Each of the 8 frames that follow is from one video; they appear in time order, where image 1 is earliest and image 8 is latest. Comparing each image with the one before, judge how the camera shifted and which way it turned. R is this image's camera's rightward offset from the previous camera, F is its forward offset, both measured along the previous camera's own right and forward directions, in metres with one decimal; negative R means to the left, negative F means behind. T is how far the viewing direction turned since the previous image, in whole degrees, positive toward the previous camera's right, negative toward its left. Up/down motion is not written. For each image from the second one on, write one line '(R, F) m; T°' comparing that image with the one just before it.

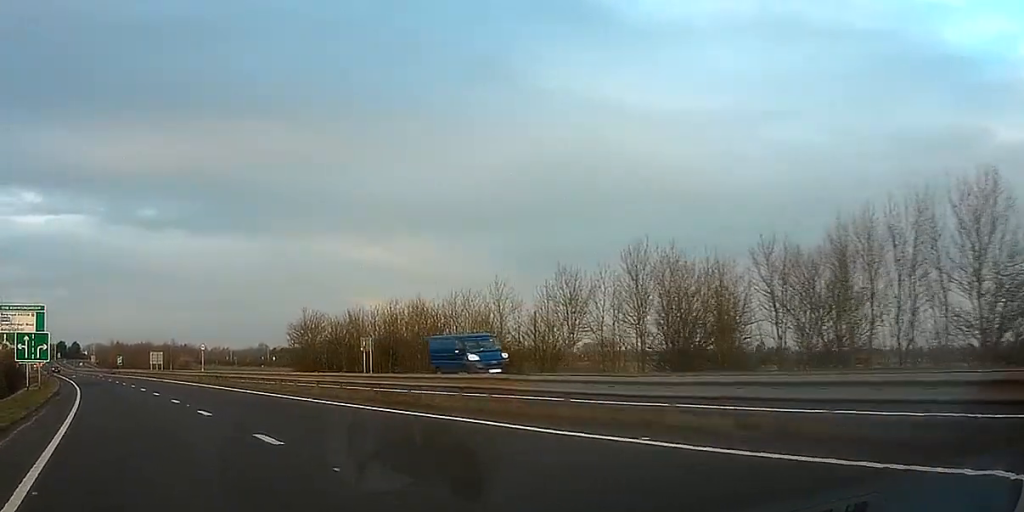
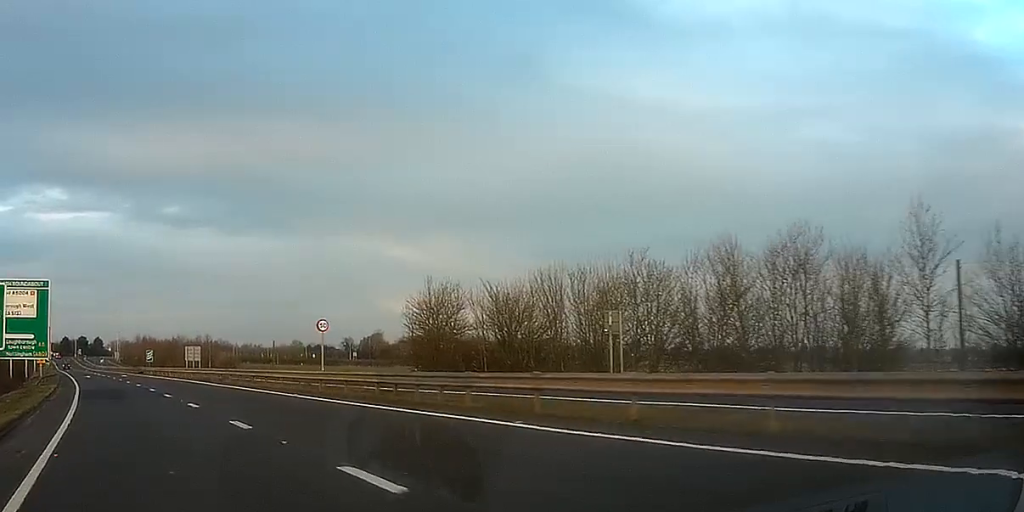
(+0.2, +32.1) m; -1°
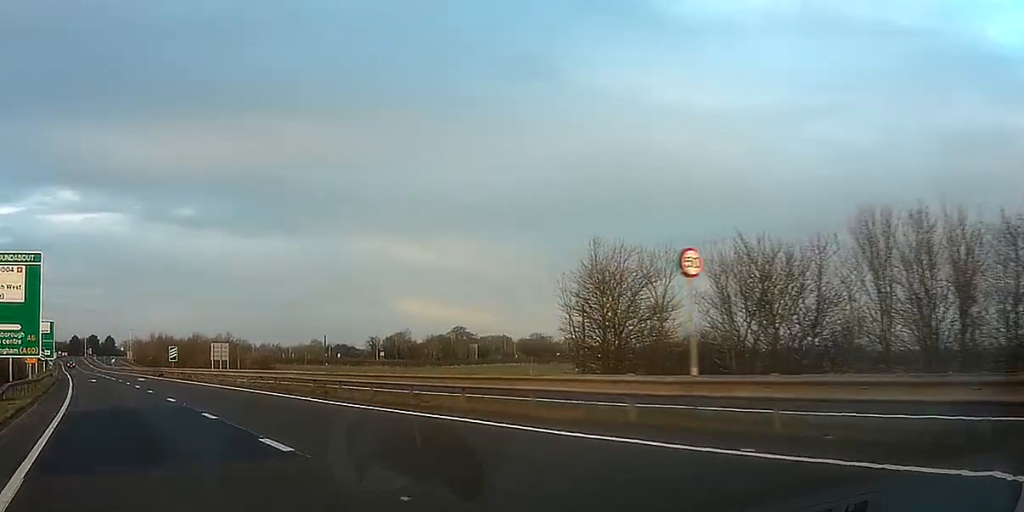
(-0.9, +22.6) m; -1°
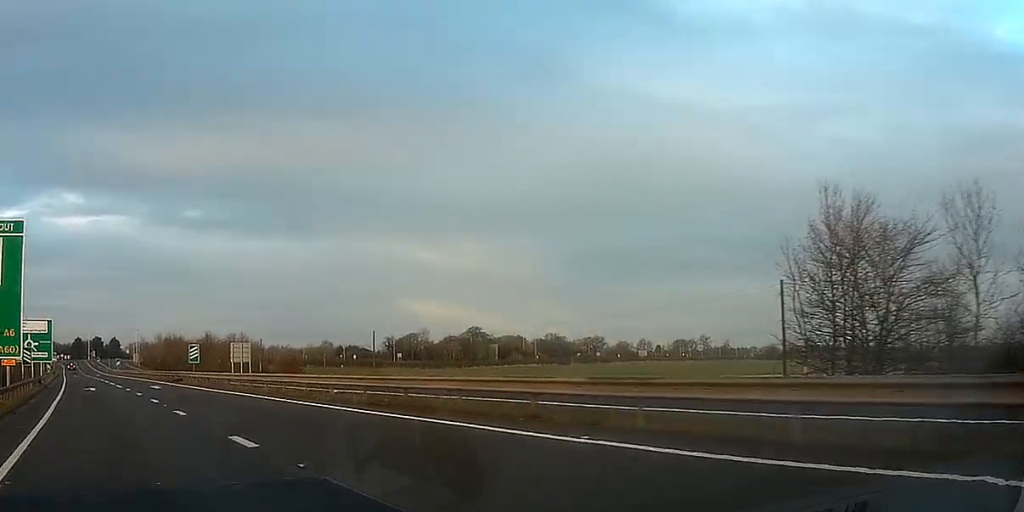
(+0.4, +16.8) m; 0°
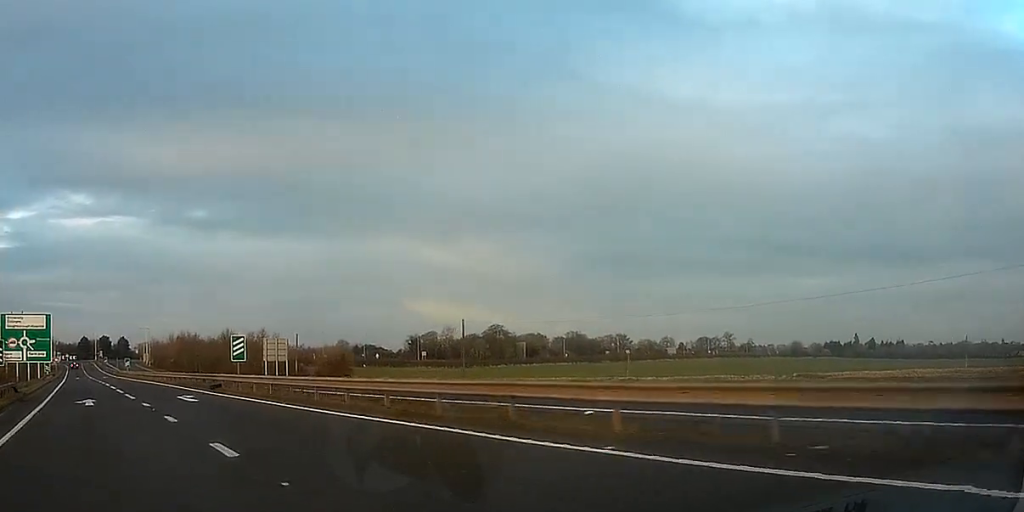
(-0.3, +19.5) m; 0°
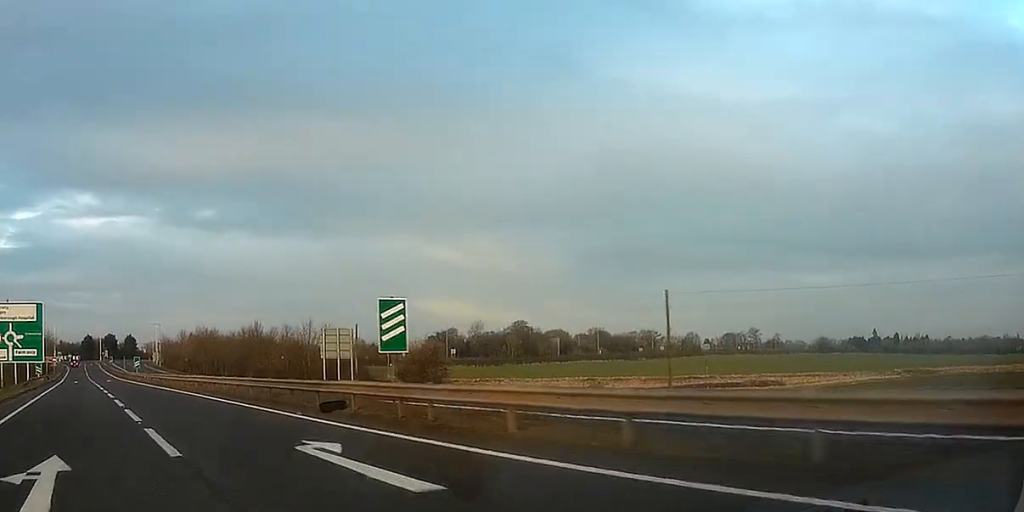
(+0.4, +23.9) m; 0°
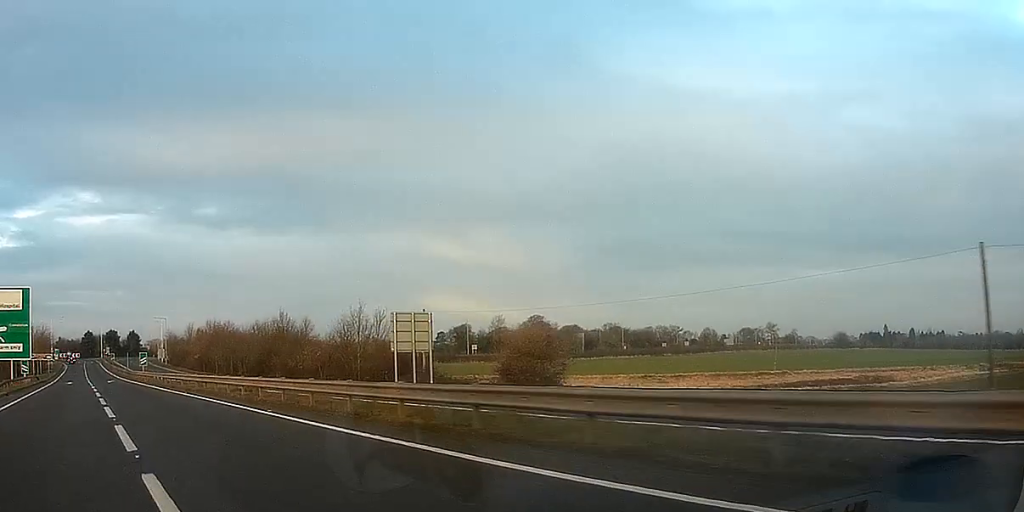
(-0.4, +17.7) m; -1°
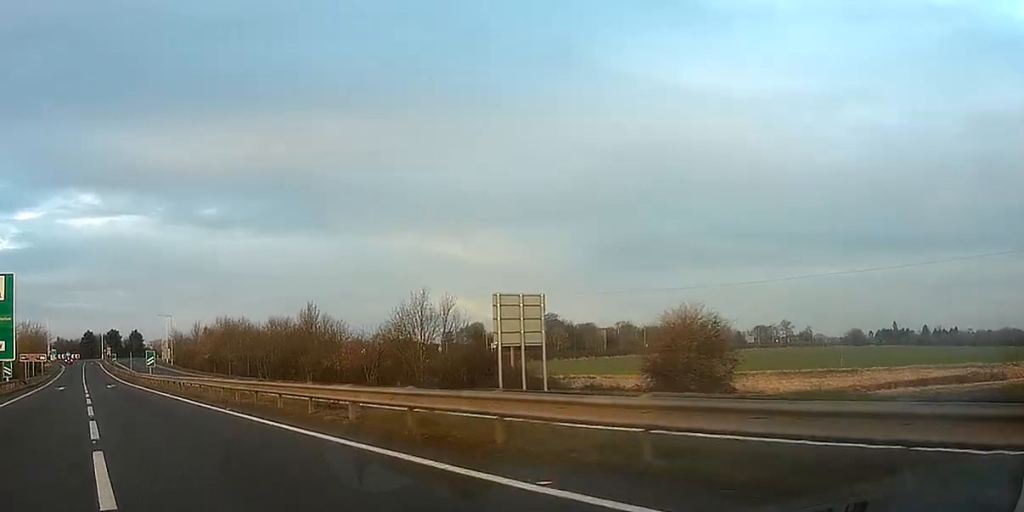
(0.0, +14.7) m; 0°
